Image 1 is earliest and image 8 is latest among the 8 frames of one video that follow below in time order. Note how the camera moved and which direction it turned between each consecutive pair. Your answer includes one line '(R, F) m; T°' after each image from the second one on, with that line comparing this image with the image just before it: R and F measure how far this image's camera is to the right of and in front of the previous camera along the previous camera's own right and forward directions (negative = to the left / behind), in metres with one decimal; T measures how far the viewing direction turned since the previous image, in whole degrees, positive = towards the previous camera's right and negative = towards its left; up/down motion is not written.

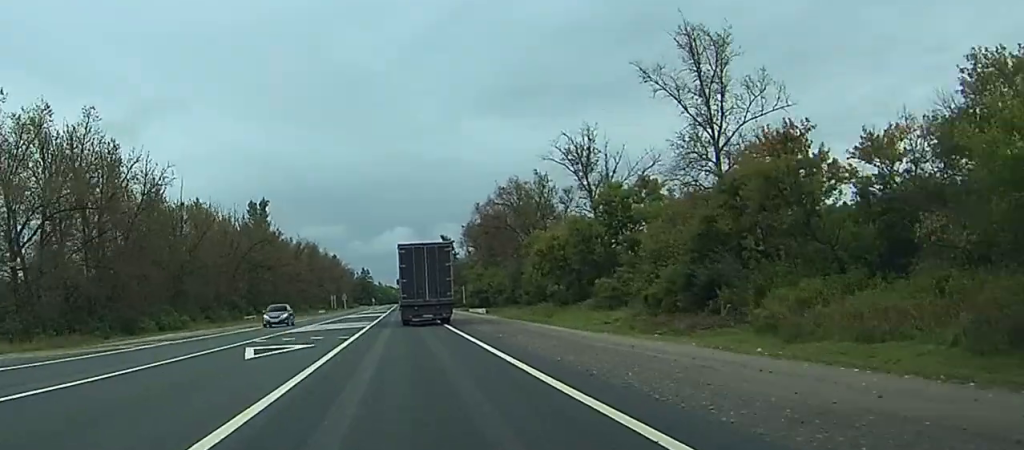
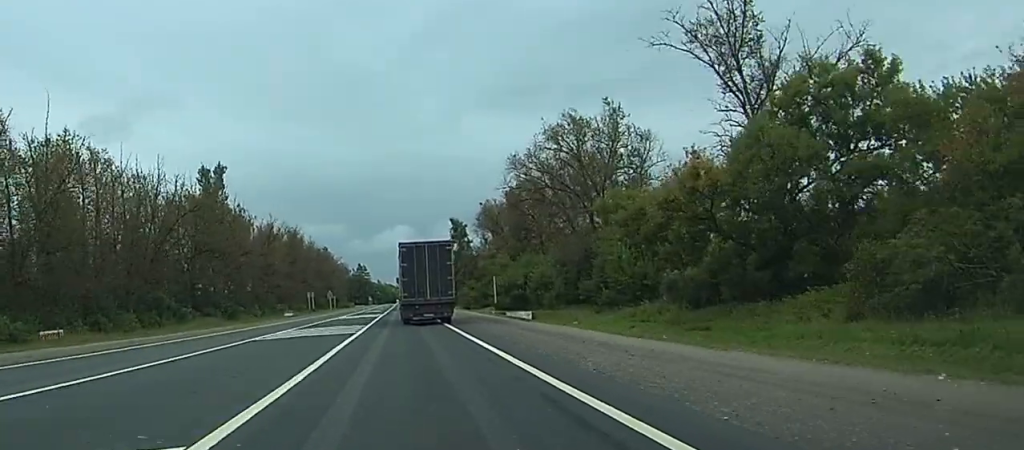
(+0.3, +46.2) m; +1°
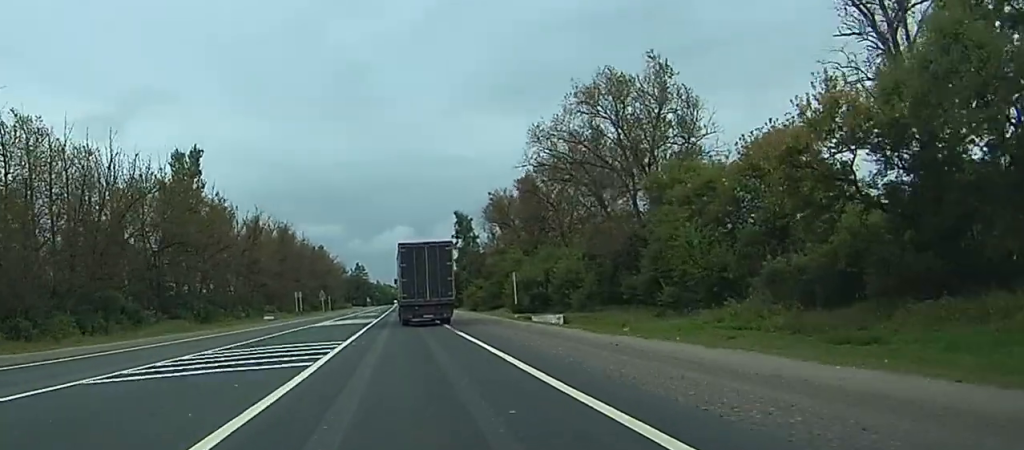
(0.0, +16.9) m; 0°
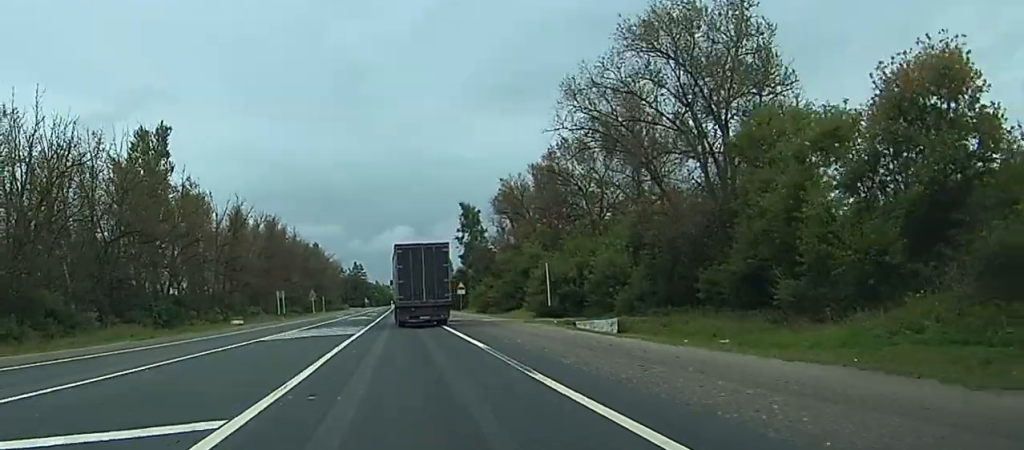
(+0.1, +17.8) m; 0°
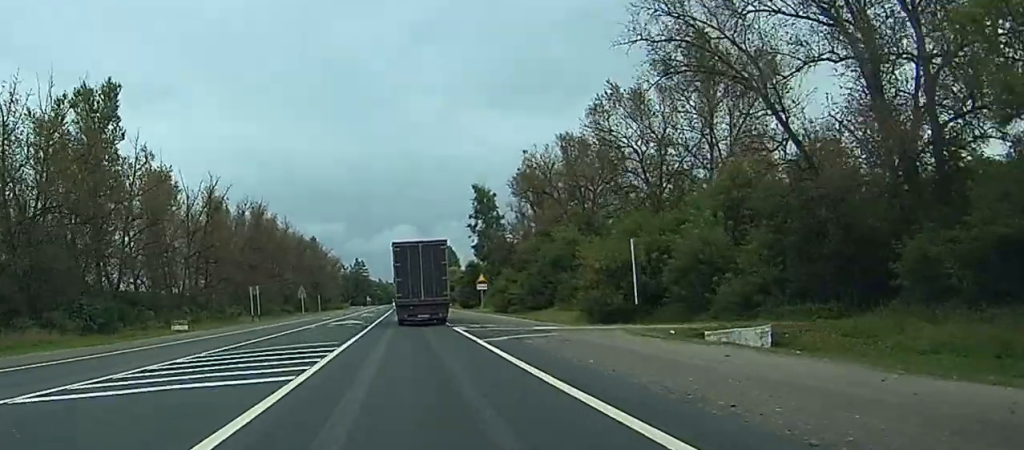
(-0.1, +21.9) m; -1°
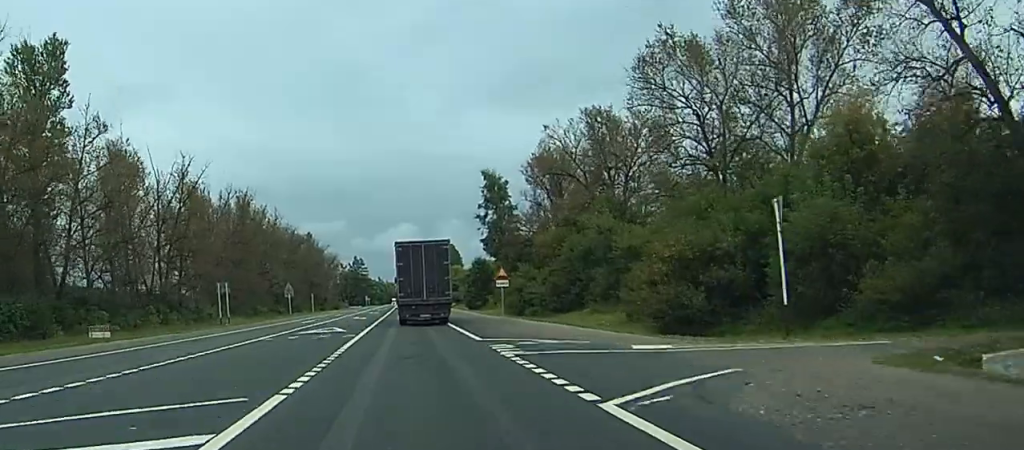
(-0.1, +15.6) m; 0°
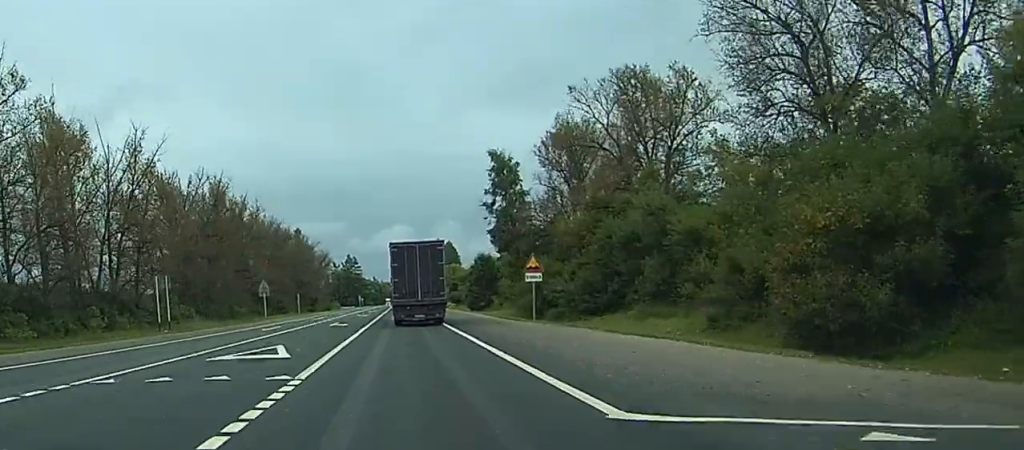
(-0.1, +17.3) m; 0°
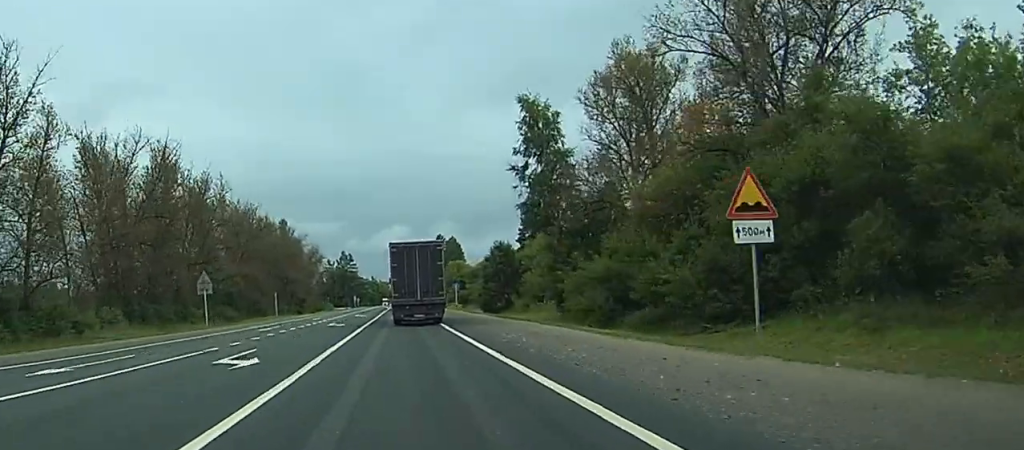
(+0.1, +29.9) m; +1°
